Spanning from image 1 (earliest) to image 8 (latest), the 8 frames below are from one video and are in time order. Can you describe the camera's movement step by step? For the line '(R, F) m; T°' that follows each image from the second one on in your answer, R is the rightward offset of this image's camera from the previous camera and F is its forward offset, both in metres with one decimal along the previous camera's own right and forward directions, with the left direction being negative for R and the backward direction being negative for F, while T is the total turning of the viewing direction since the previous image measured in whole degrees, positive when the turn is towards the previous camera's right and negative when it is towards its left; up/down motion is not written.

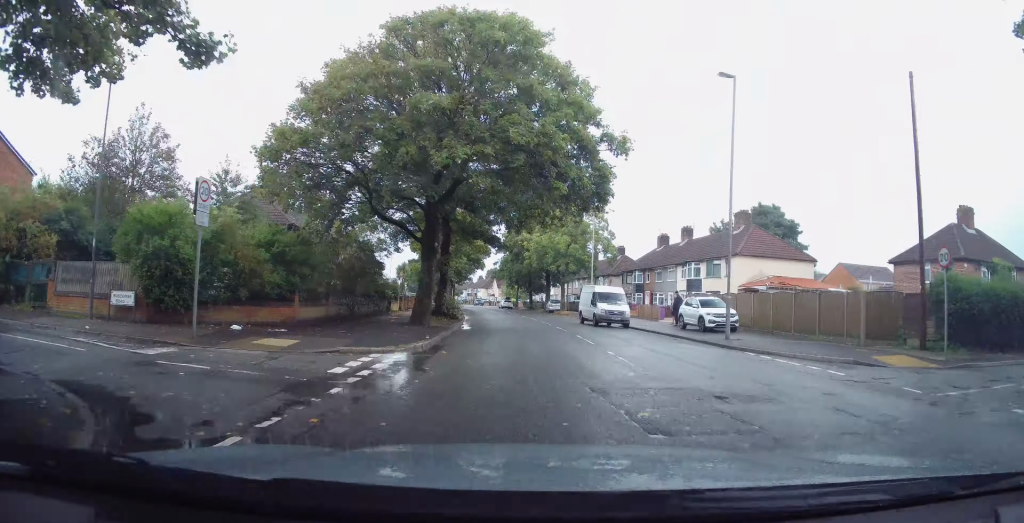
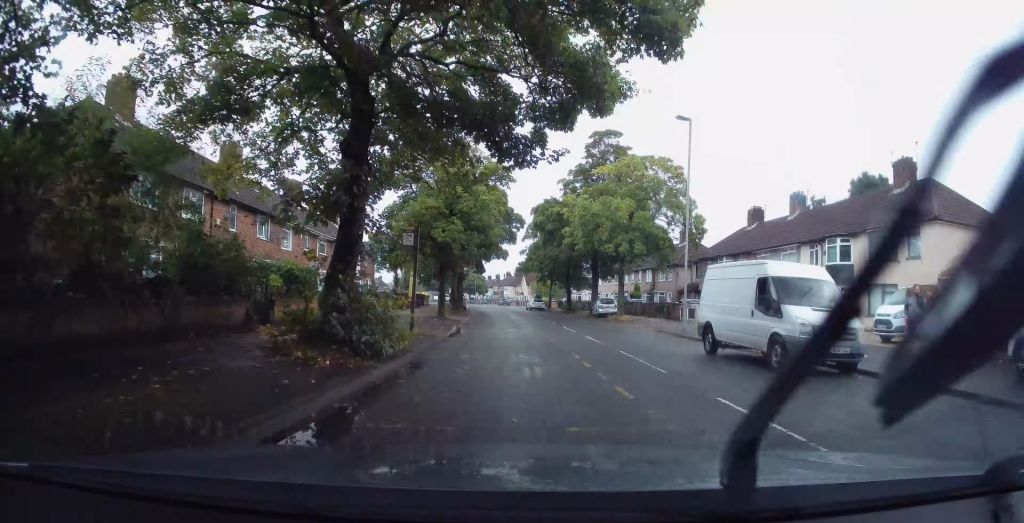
(+0.1, +21.9) m; +1°
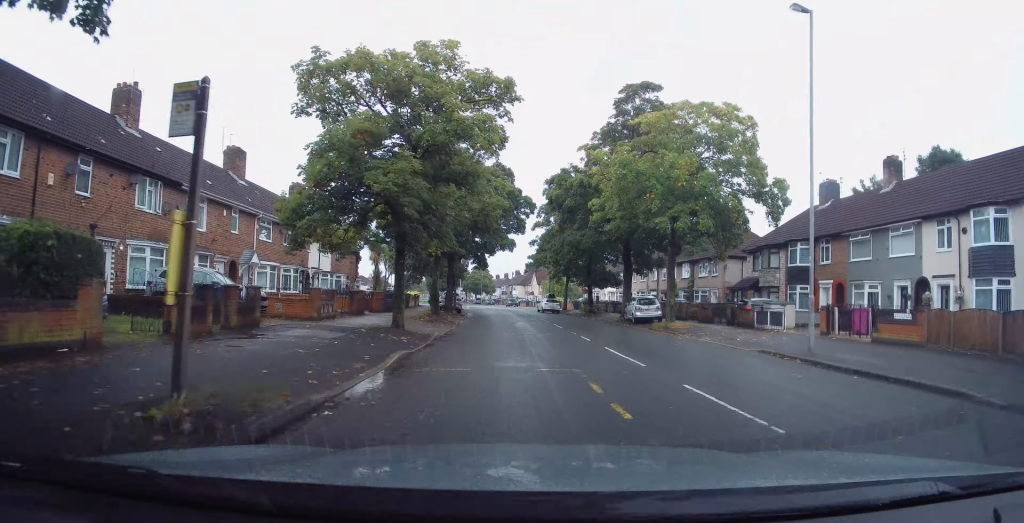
(+0.1, +11.5) m; -2°
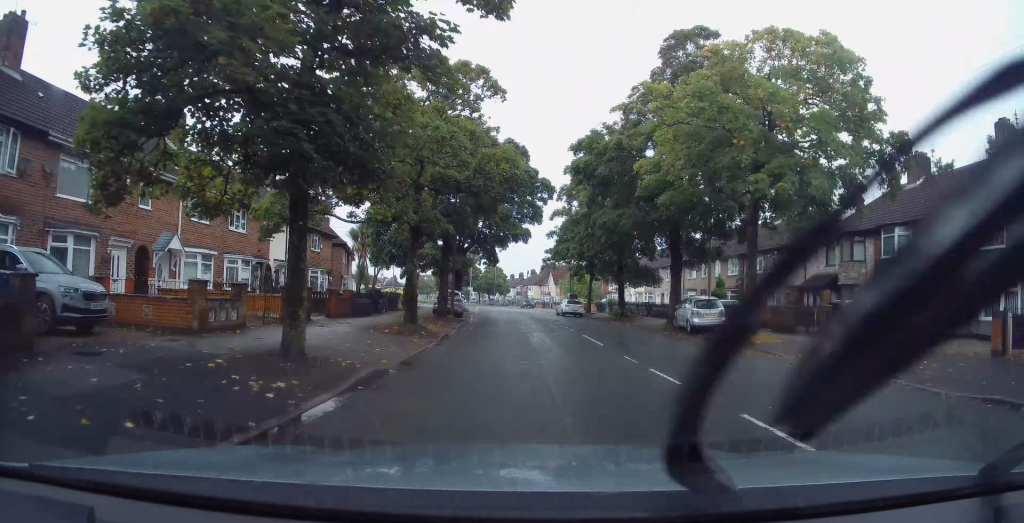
(-0.4, +9.0) m; -3°
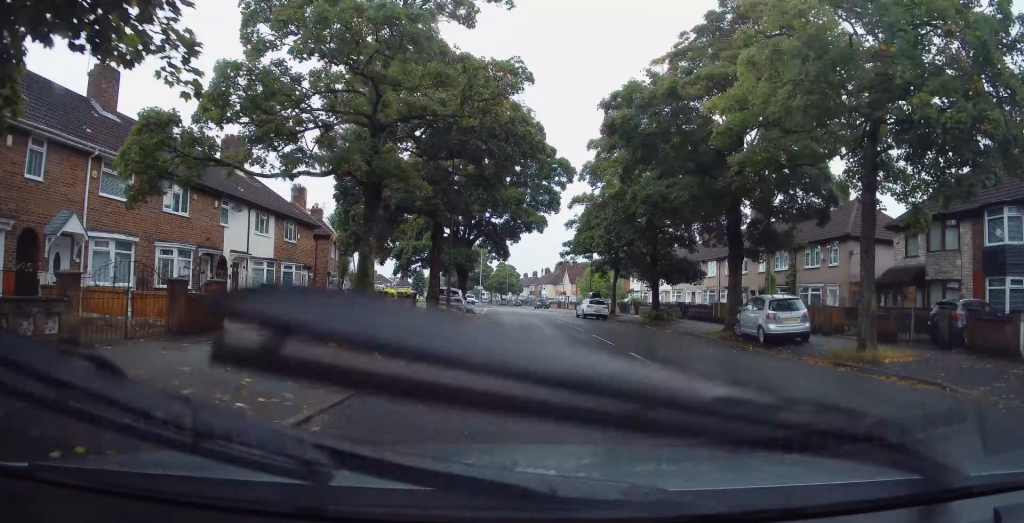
(-0.2, +7.0) m; -2°
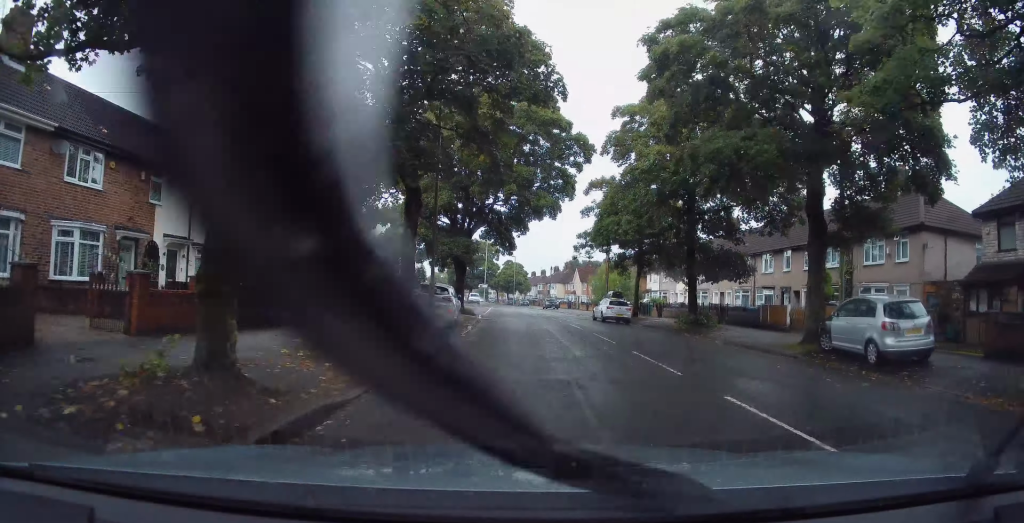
(-0.1, +6.4) m; -1°
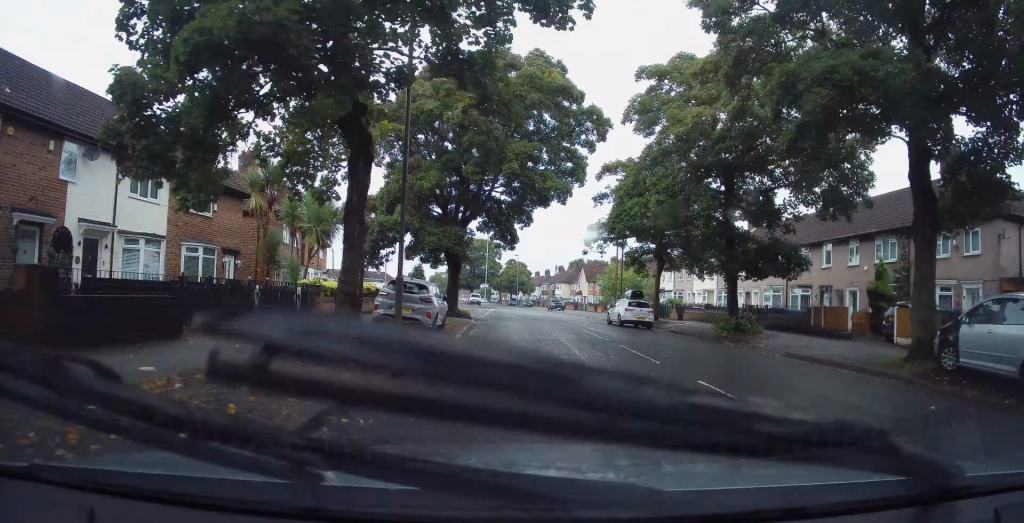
(+0.1, +5.1) m; 0°
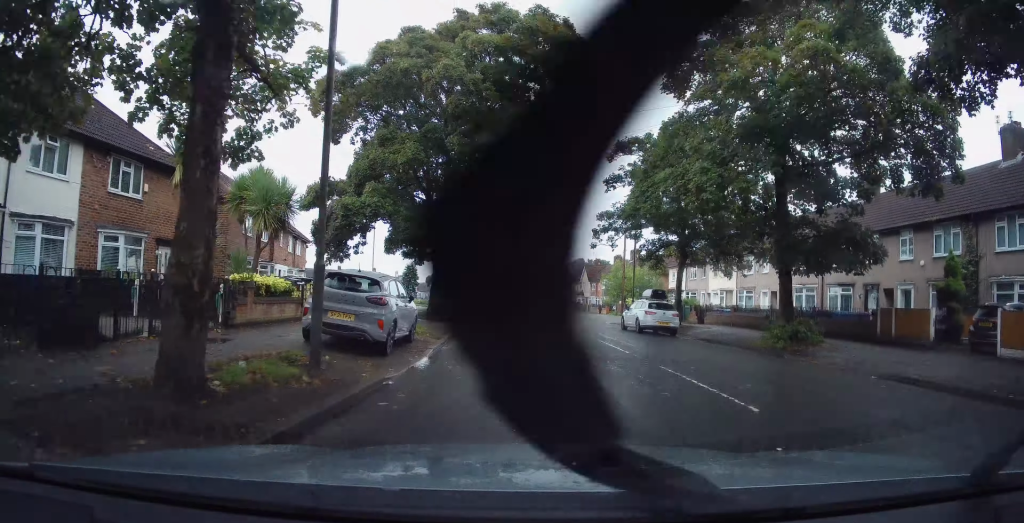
(-0.1, +5.0) m; 0°
